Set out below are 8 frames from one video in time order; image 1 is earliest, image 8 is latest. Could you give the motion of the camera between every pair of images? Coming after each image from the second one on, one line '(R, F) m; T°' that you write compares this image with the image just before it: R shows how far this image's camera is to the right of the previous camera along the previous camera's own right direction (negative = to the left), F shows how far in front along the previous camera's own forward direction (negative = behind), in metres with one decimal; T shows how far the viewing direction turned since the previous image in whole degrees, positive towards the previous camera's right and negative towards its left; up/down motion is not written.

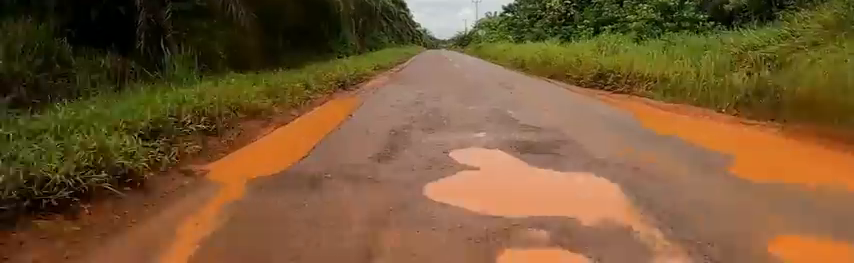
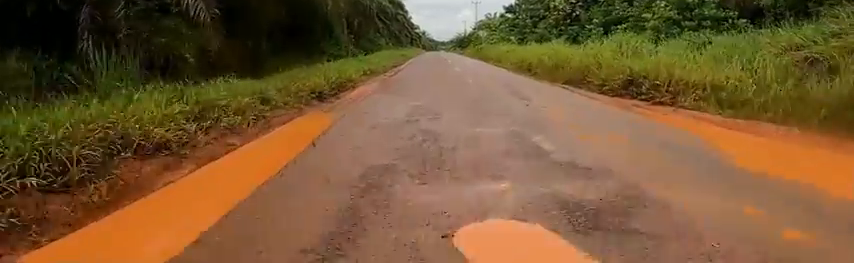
(0.0, +2.1) m; 0°
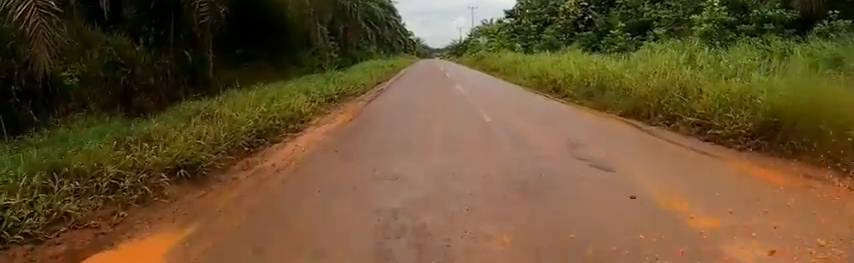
(0.0, +5.3) m; 0°
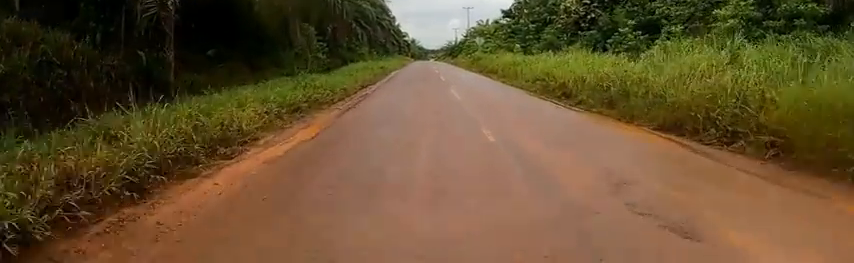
(0.0, +2.1) m; 0°
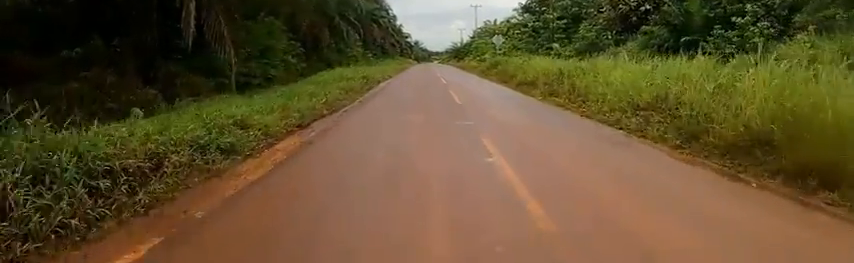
(0.0, +8.6) m; 0°
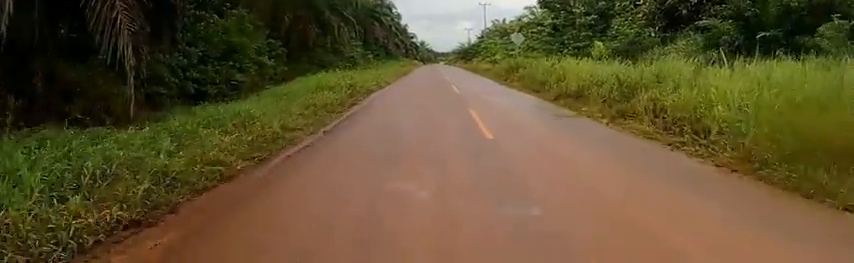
(0.0, +5.8) m; 0°
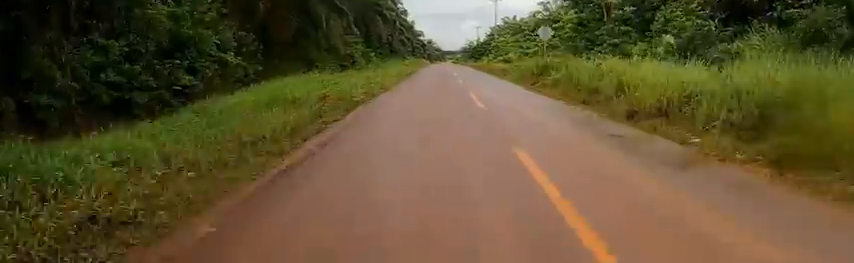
(0.0, +5.6) m; 0°
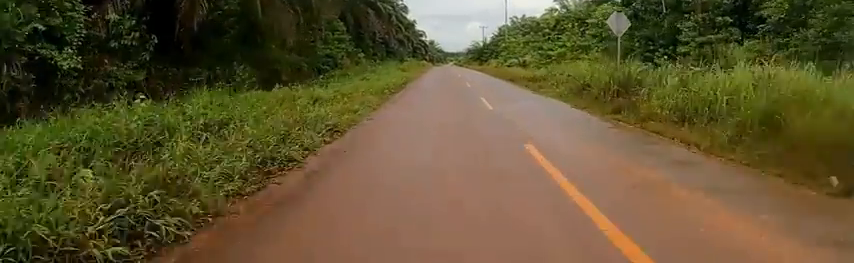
(0.0, +8.9) m; 0°
